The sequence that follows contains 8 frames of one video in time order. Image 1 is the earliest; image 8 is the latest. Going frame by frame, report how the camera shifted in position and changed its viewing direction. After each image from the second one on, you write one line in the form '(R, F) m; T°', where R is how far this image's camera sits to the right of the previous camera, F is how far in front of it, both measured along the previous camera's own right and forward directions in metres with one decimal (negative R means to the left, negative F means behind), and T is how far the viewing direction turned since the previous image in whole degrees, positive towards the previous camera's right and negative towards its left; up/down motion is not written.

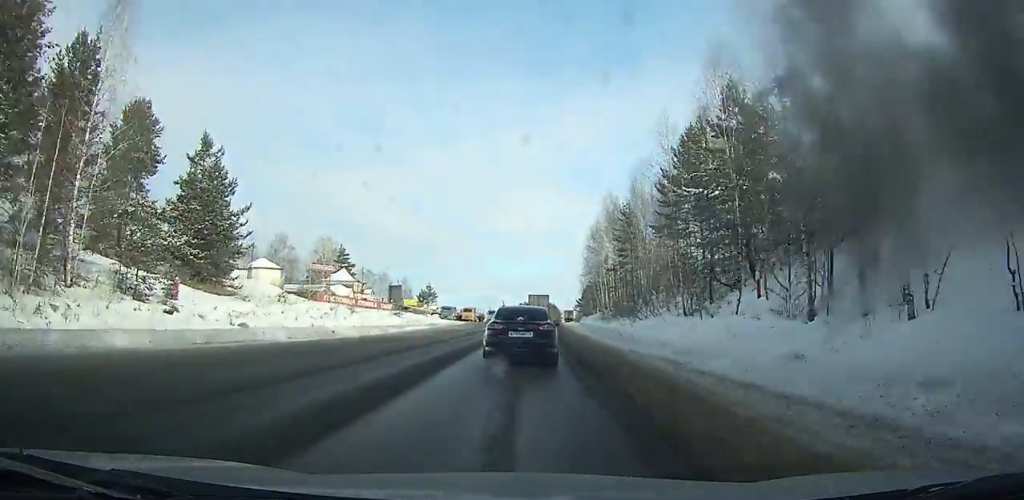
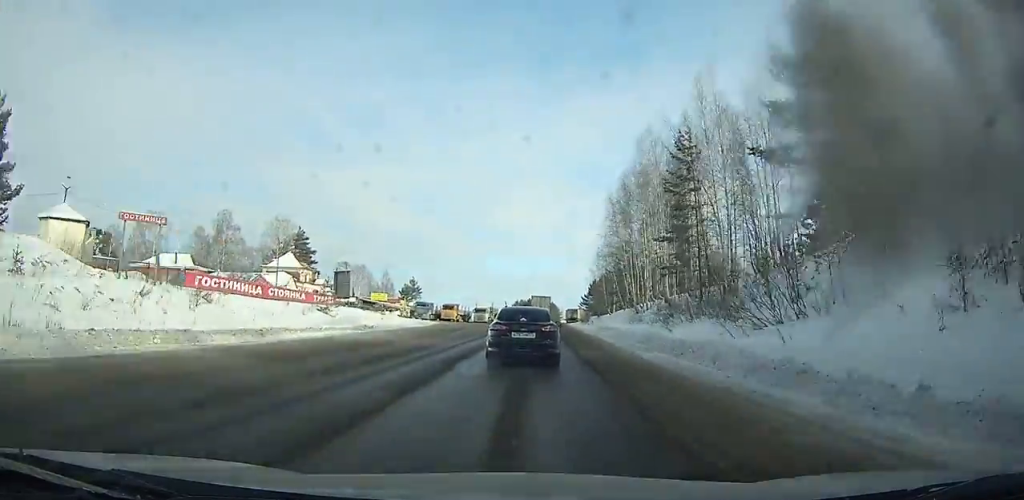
(+0.2, +25.0) m; +1°
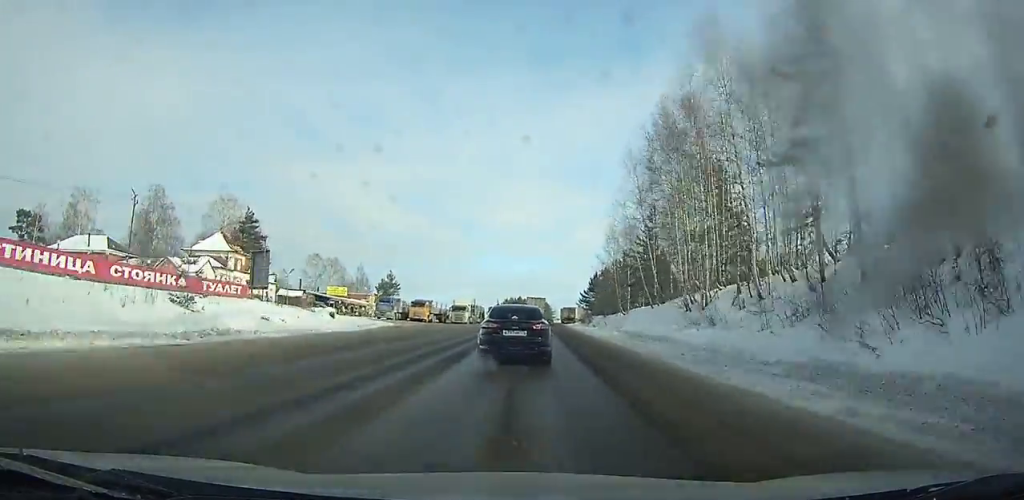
(+0.1, +19.7) m; +1°
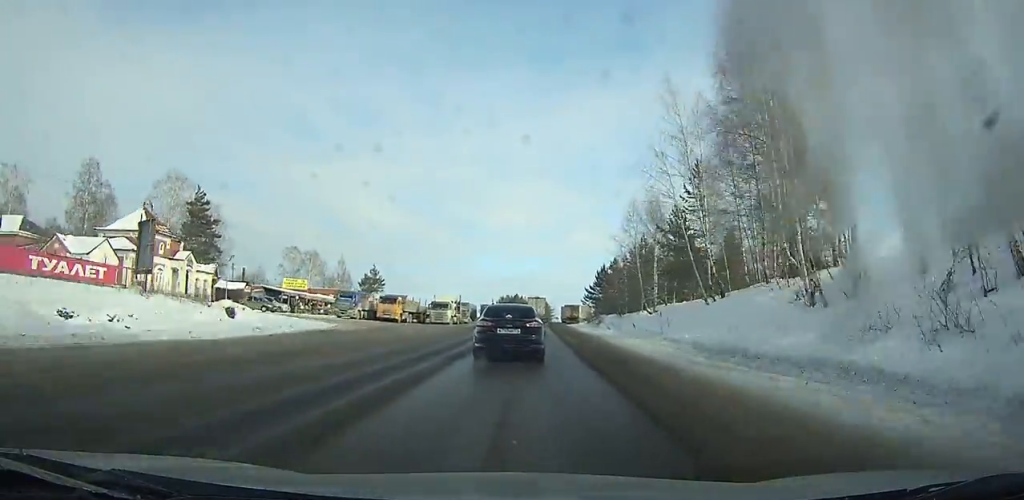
(+0.1, +15.2) m; 0°
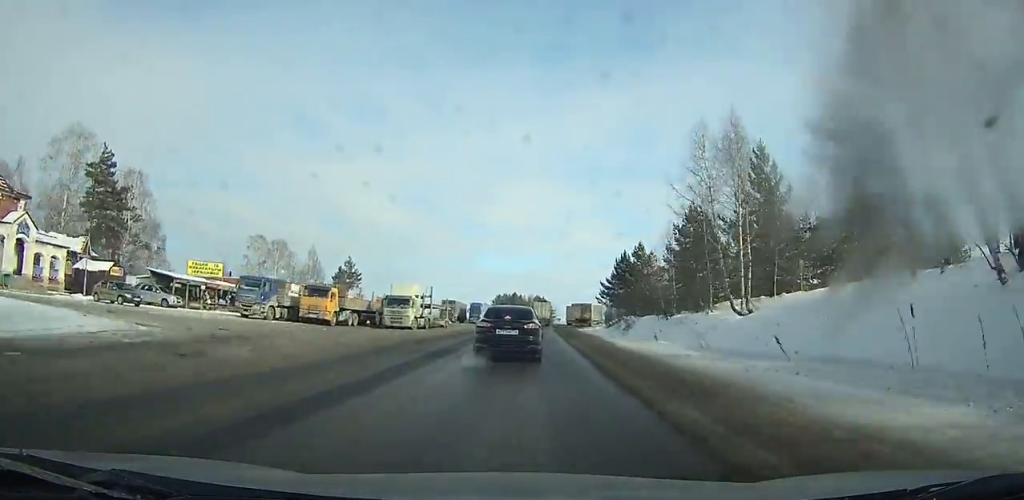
(+0.1, +22.8) m; +1°
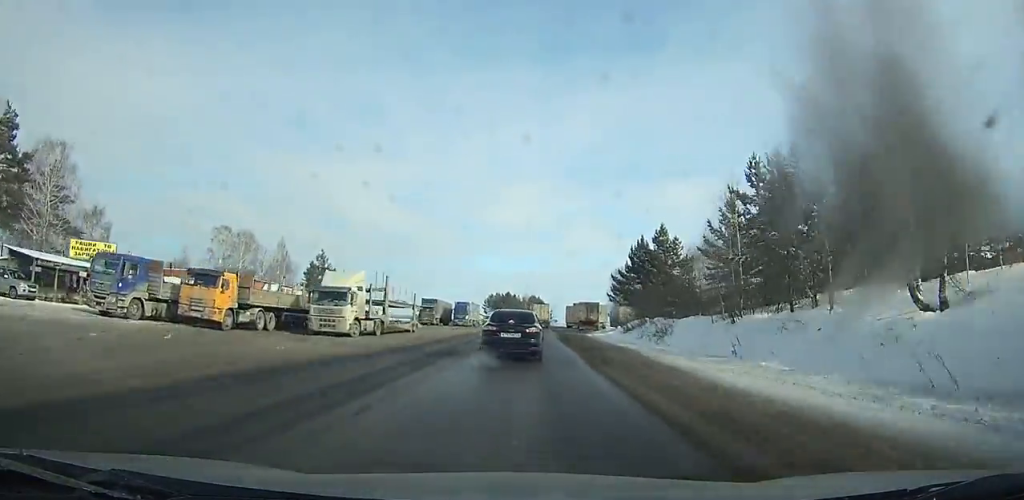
(0.0, +15.9) m; +1°
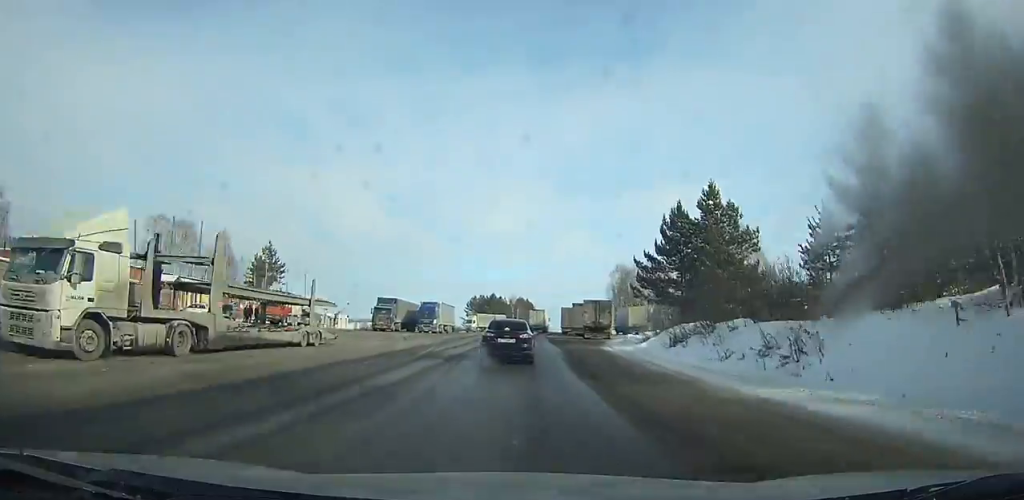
(+0.2, +21.5) m; +1°
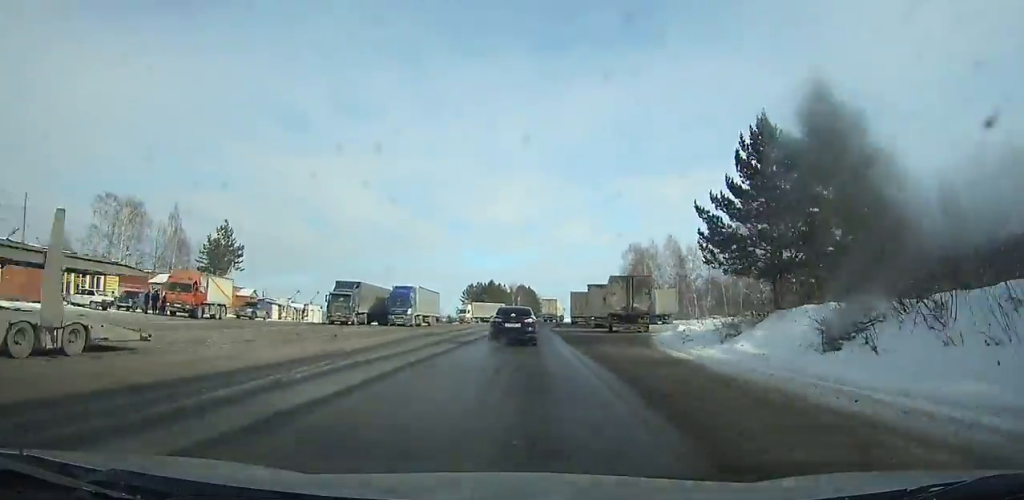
(+0.2, +16.8) m; 0°
